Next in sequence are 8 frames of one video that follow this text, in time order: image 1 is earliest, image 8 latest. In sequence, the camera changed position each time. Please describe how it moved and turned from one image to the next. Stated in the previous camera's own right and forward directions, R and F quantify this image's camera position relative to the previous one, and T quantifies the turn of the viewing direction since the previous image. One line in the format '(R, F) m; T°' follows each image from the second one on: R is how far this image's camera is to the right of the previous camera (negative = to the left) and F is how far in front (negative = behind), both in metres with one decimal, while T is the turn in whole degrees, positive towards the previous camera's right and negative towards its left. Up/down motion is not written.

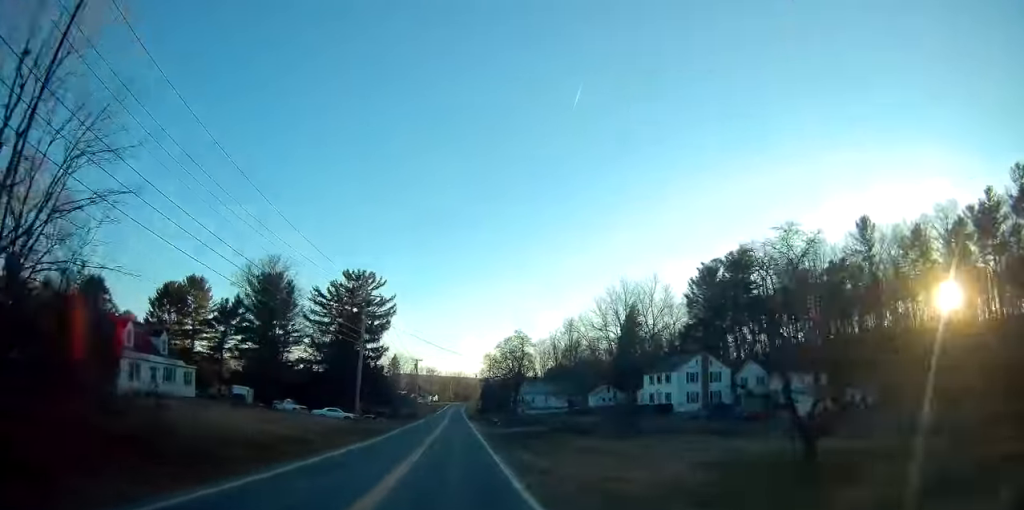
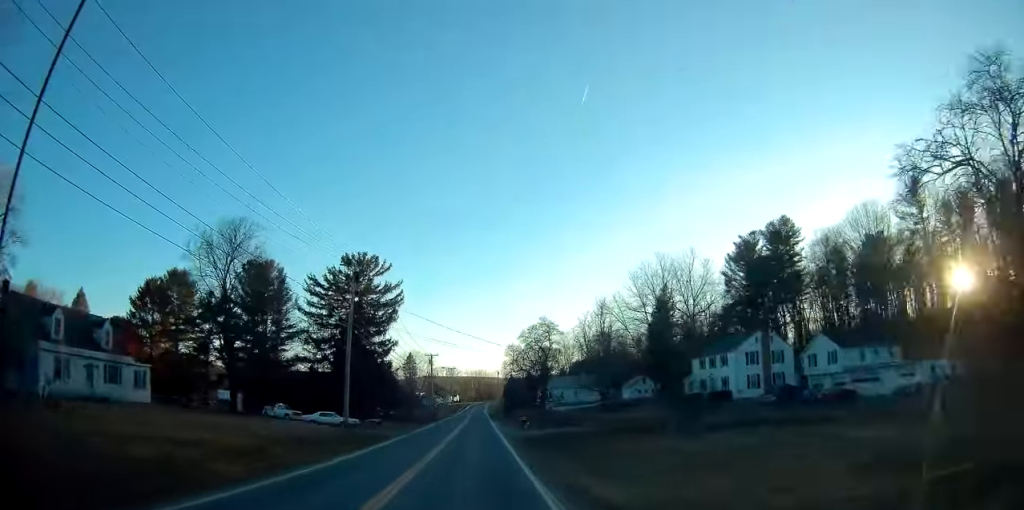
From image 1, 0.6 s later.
(-0.1, +12.1) m; -2°
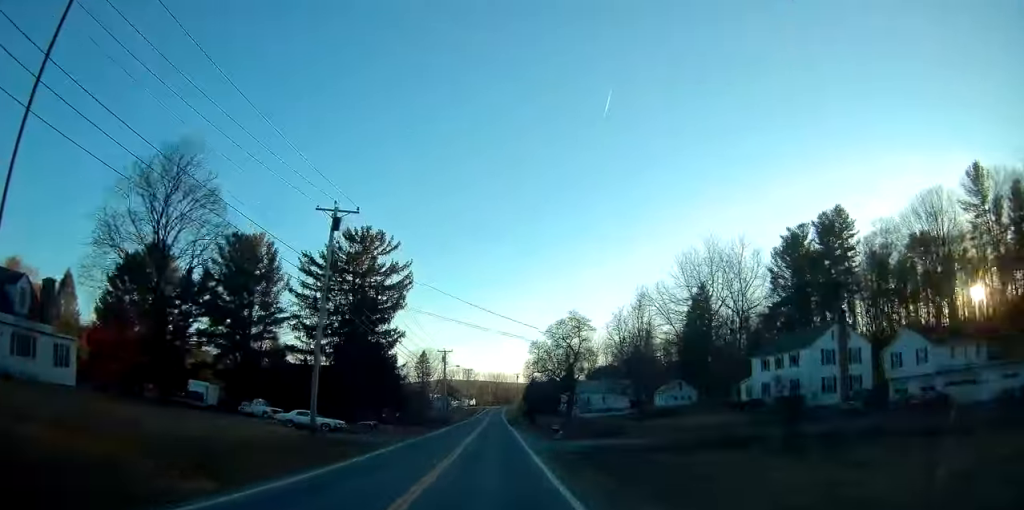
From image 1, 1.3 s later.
(-0.2, +12.2) m; -1°
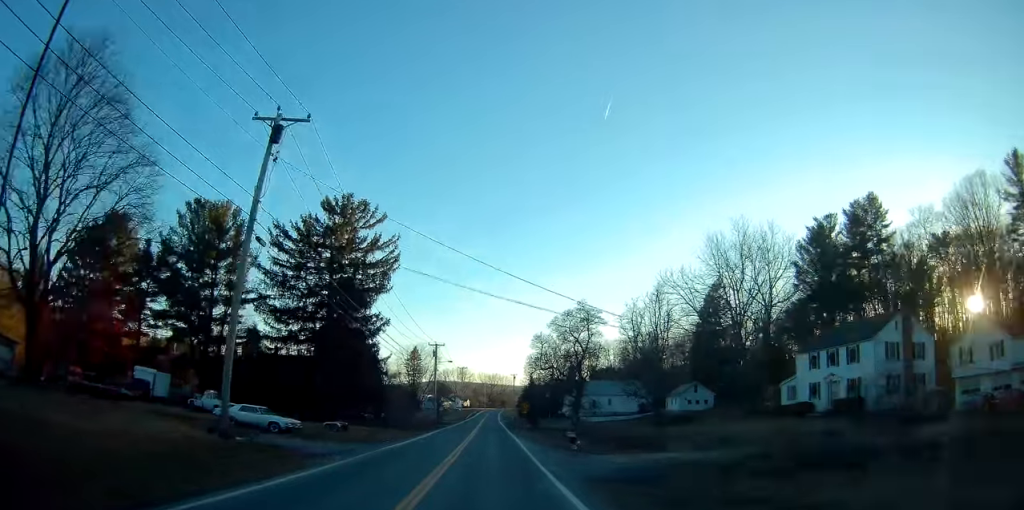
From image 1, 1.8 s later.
(-0.3, +10.3) m; 0°
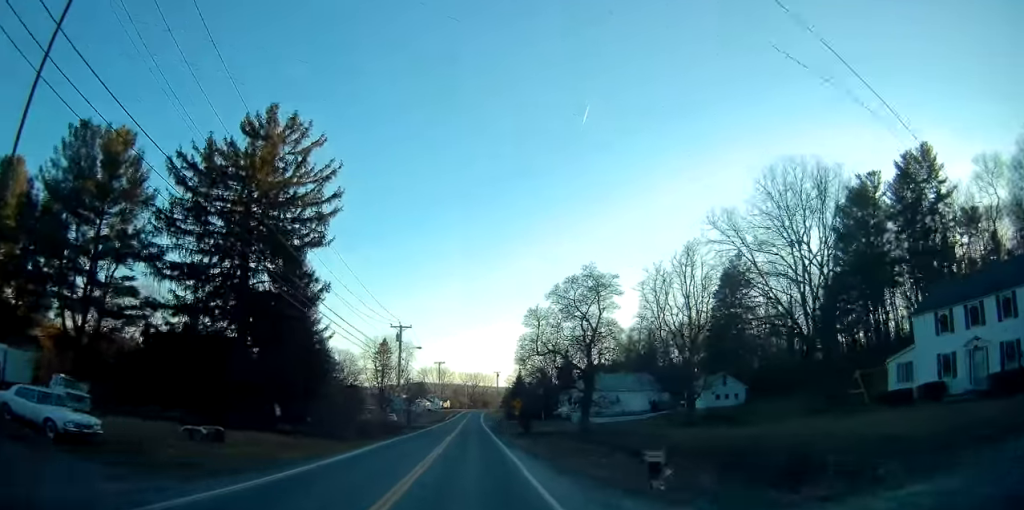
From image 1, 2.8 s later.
(+0.5, +18.9) m; +2°
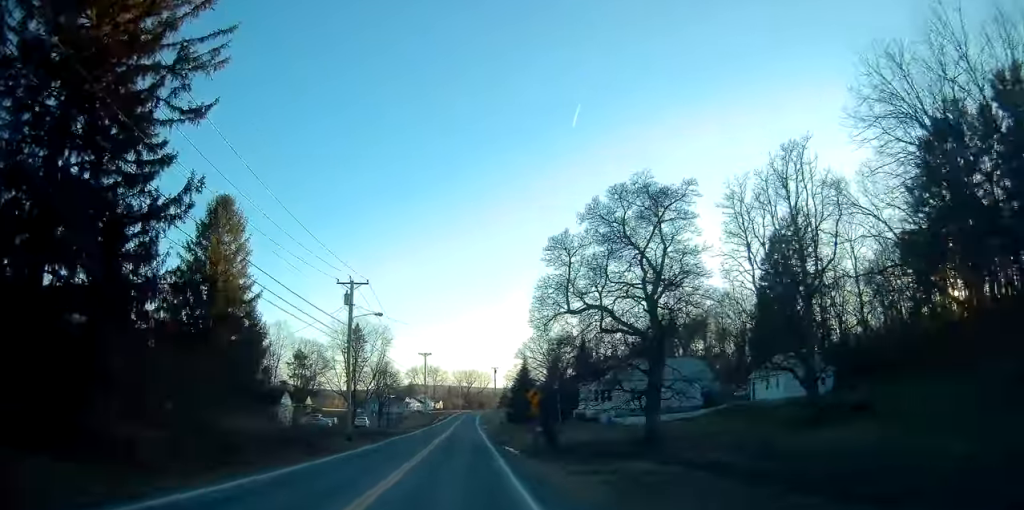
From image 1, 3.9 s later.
(+0.4, +22.9) m; 0°
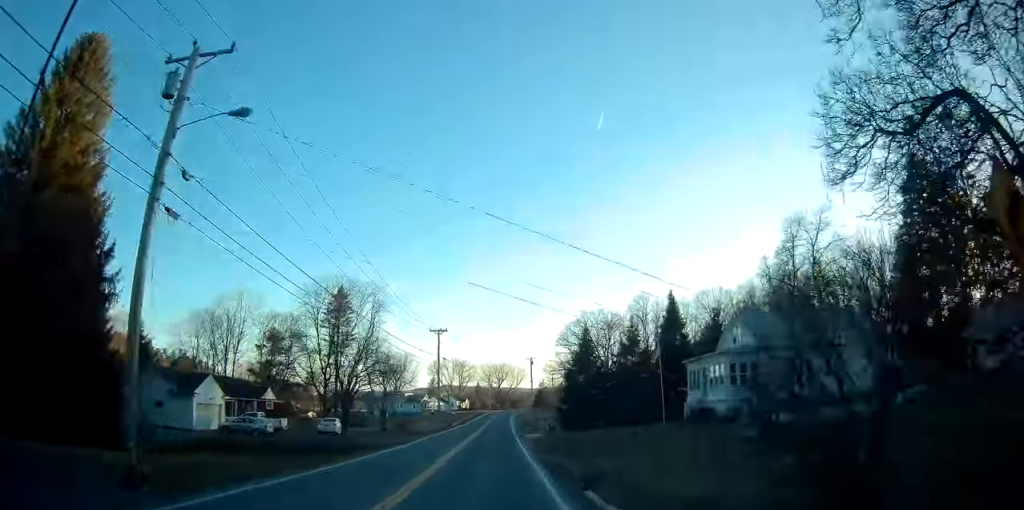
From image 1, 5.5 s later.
(-0.1, +30.1) m; +1°
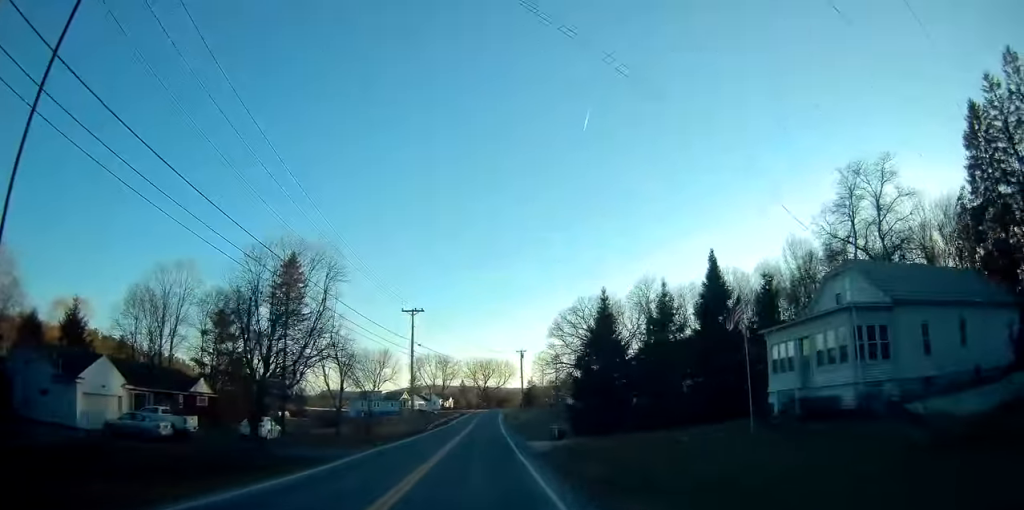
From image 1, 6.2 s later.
(+0.1, +14.4) m; 0°
